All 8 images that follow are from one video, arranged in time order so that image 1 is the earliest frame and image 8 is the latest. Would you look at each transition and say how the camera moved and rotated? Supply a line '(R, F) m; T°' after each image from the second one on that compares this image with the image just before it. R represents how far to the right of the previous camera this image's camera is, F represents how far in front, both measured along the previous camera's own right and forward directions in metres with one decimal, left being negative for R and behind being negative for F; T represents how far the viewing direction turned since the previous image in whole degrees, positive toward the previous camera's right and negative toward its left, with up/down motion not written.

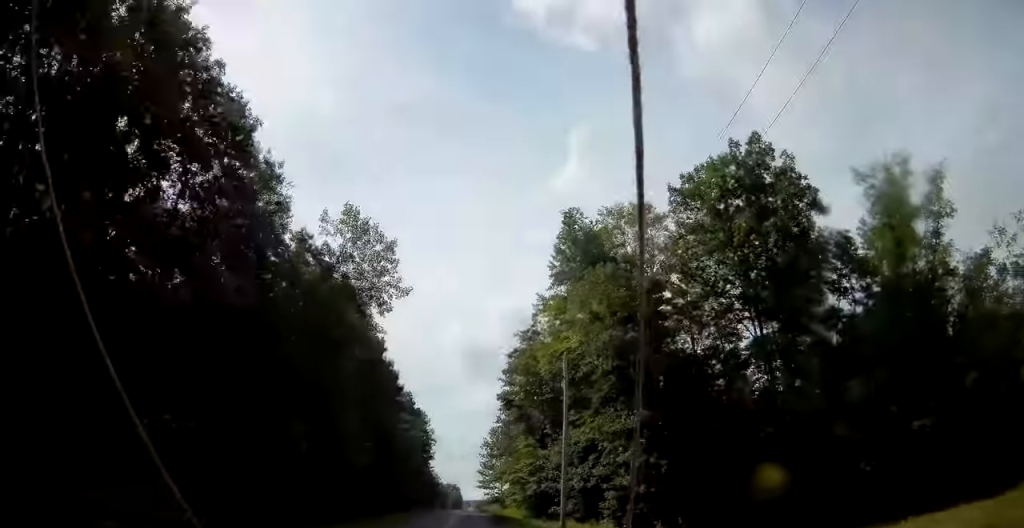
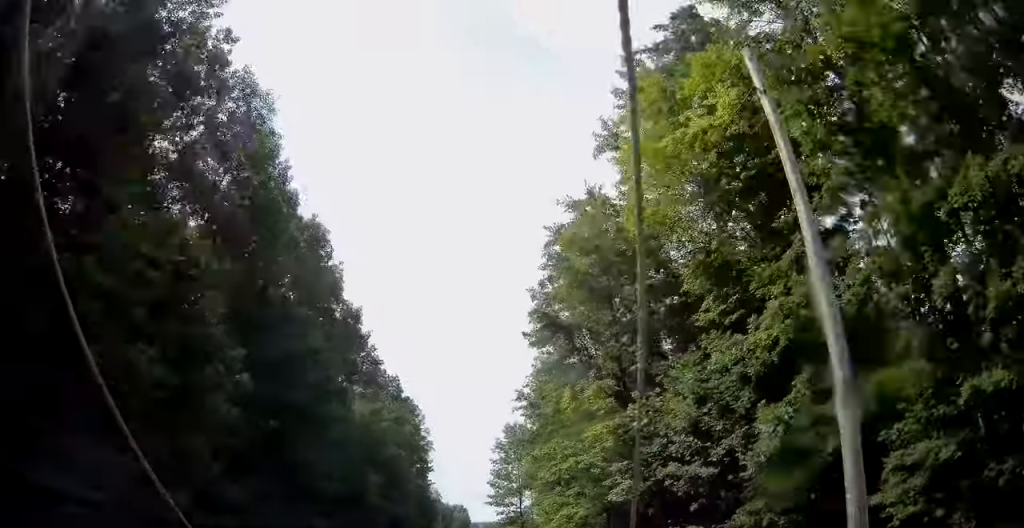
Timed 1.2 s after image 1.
(+0.1, +28.4) m; 0°
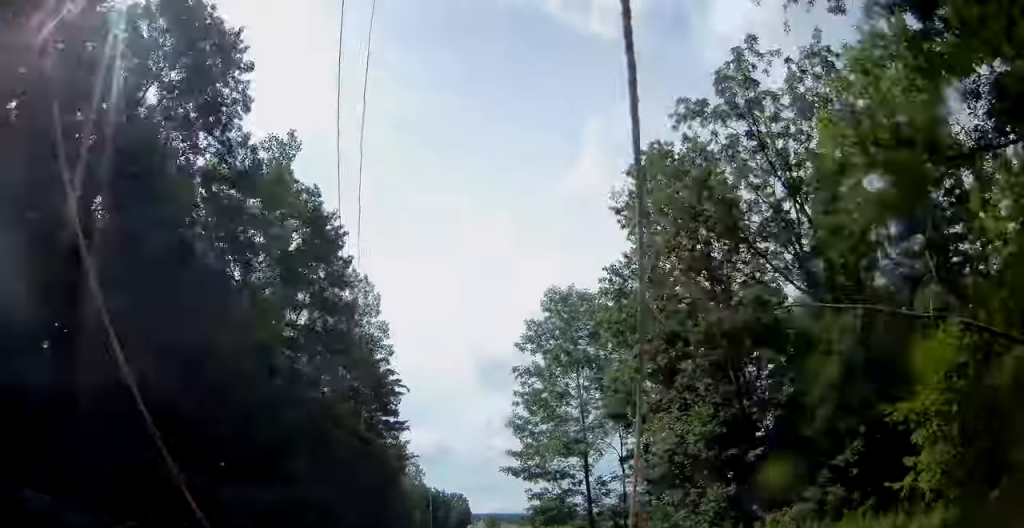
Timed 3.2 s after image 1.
(-1.0, +46.1) m; -2°
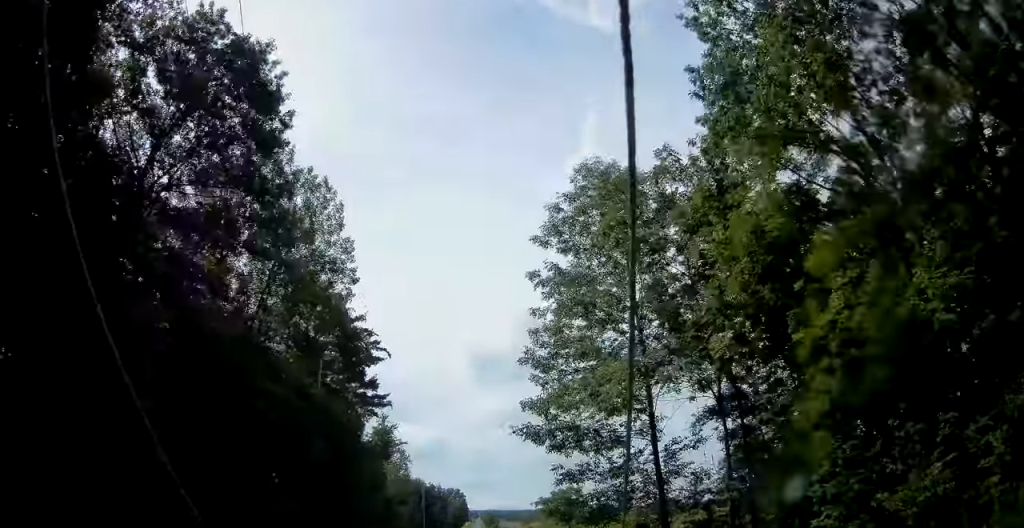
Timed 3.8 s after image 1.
(0.0, +13.1) m; 0°
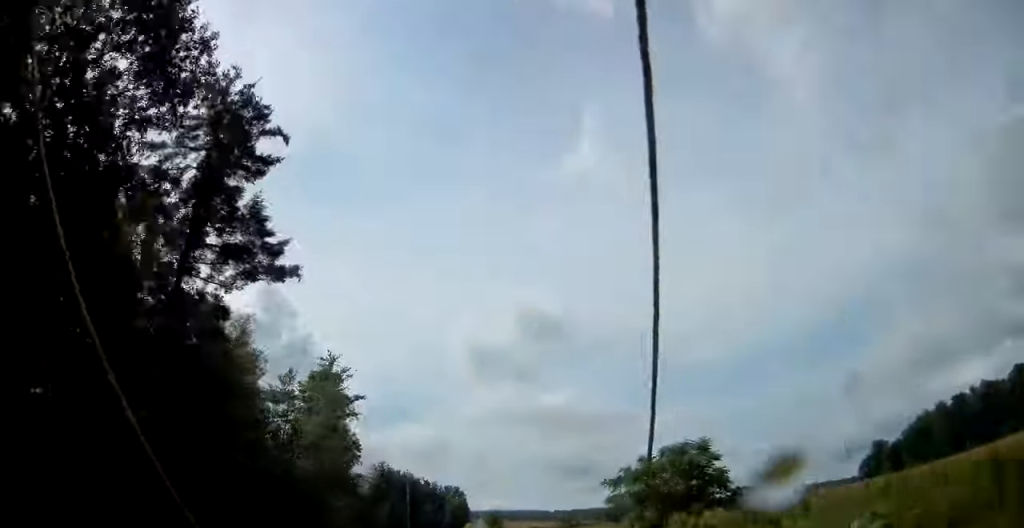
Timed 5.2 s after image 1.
(+0.3, +32.2) m; +1°
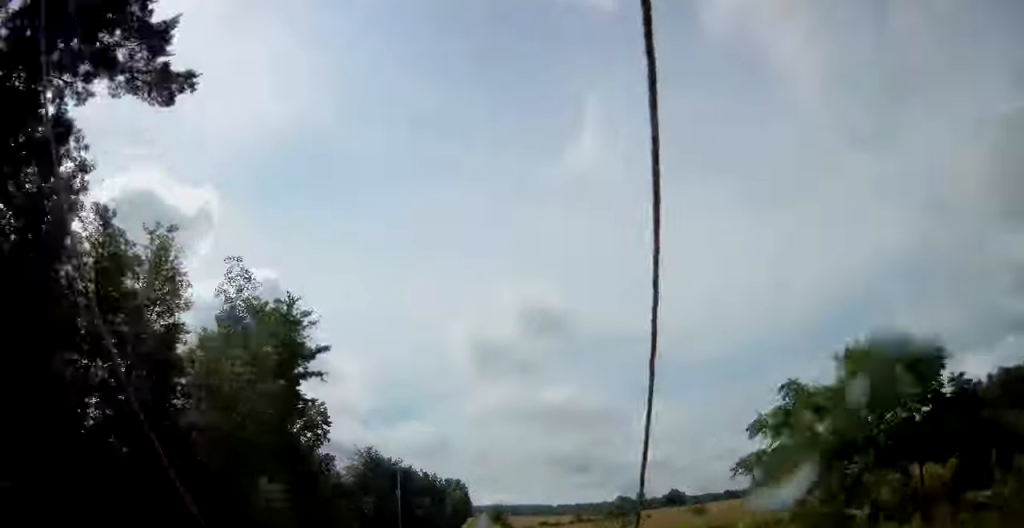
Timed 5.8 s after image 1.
(0.0, +13.9) m; 0°
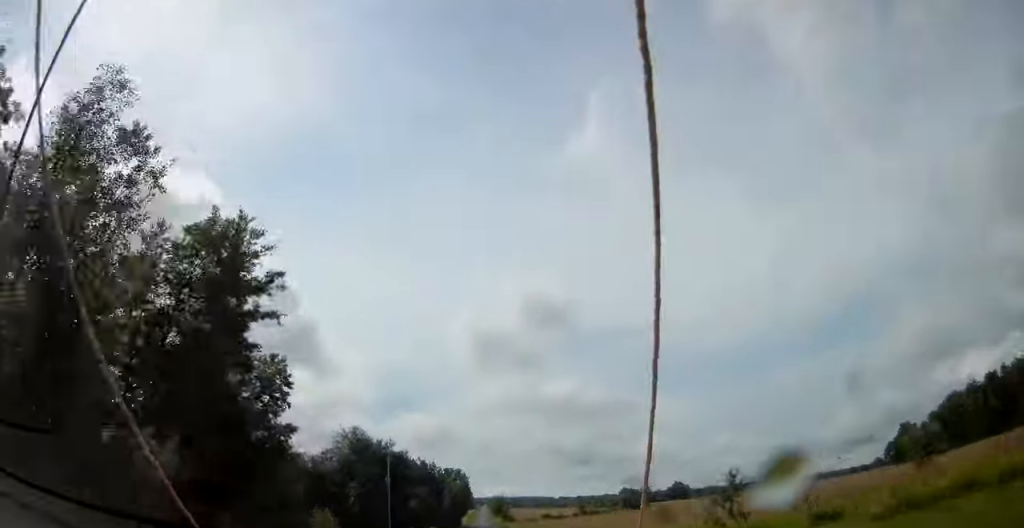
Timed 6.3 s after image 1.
(0.0, +10.8) m; 0°
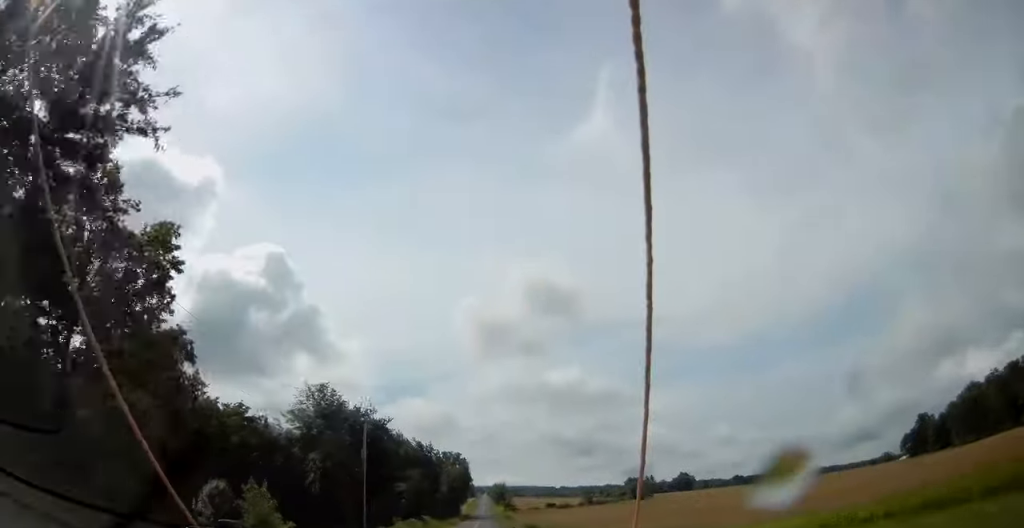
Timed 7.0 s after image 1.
(0.0, +16.3) m; 0°
